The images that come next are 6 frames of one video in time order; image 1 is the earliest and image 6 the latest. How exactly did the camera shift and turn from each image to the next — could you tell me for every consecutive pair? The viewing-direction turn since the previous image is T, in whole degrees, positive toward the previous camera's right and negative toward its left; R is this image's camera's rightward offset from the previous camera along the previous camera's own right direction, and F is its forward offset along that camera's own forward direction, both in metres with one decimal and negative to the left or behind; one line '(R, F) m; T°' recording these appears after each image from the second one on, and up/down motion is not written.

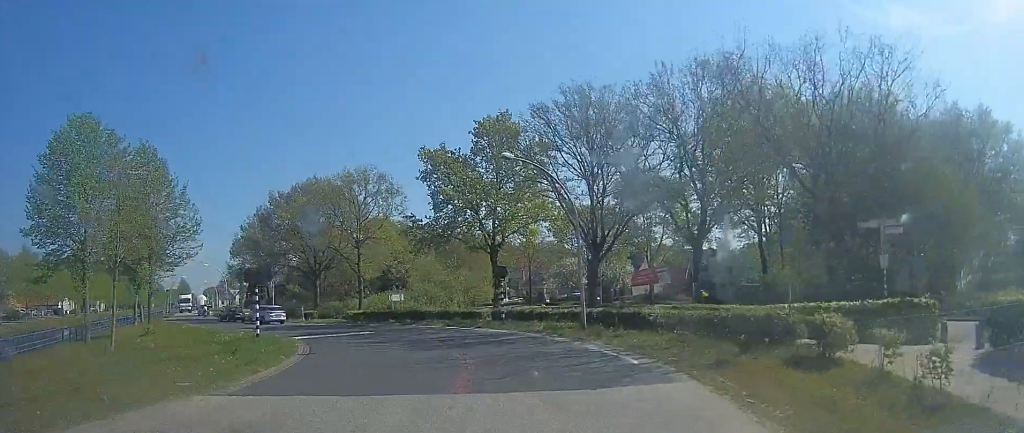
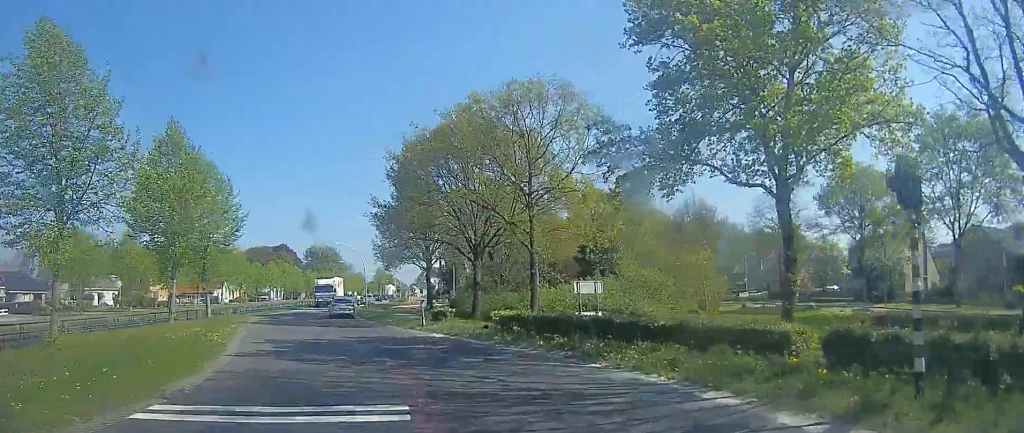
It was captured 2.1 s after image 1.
(-1.6, +18.1) m; -16°
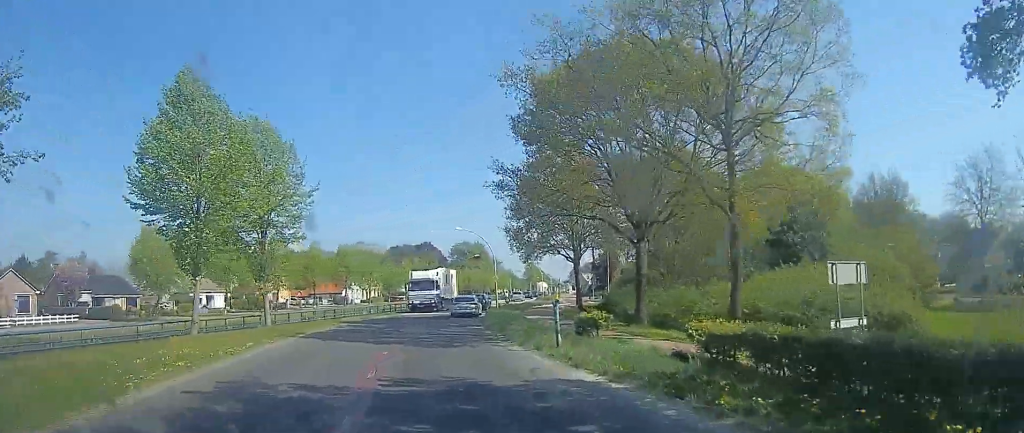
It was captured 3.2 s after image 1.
(-1.1, +9.7) m; -20°
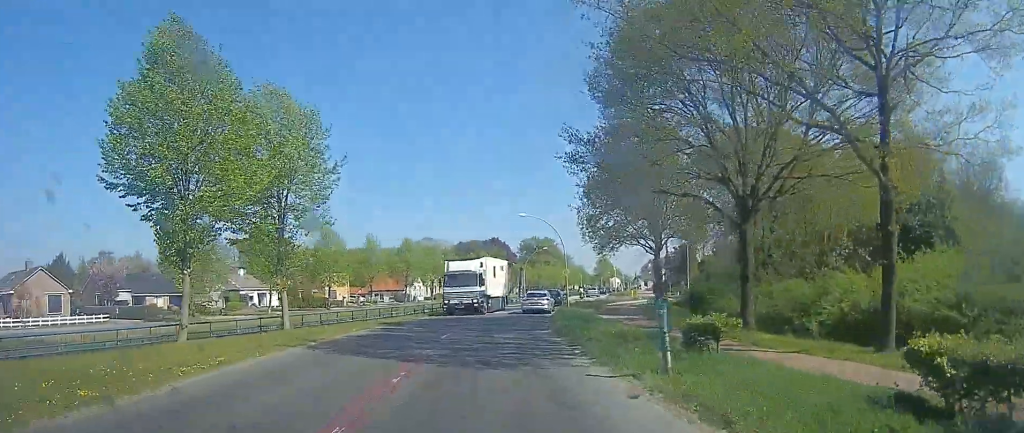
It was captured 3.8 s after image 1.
(-0.4, +4.6) m; -9°
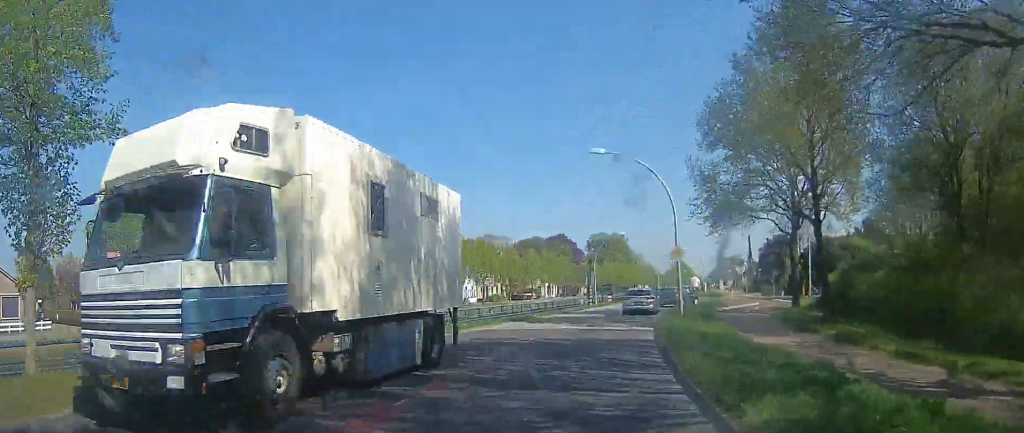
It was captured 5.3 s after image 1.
(-1.9, +13.2) m; -9°
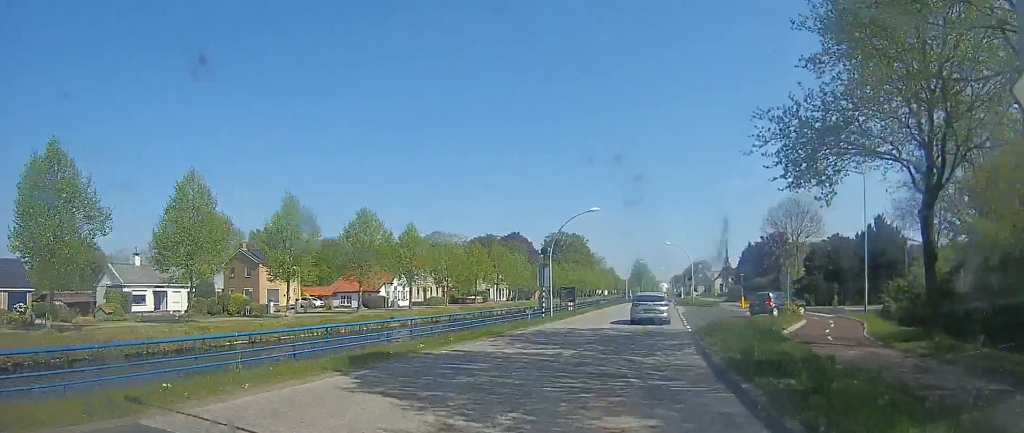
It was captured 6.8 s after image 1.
(-1.2, +14.6) m; -12°
